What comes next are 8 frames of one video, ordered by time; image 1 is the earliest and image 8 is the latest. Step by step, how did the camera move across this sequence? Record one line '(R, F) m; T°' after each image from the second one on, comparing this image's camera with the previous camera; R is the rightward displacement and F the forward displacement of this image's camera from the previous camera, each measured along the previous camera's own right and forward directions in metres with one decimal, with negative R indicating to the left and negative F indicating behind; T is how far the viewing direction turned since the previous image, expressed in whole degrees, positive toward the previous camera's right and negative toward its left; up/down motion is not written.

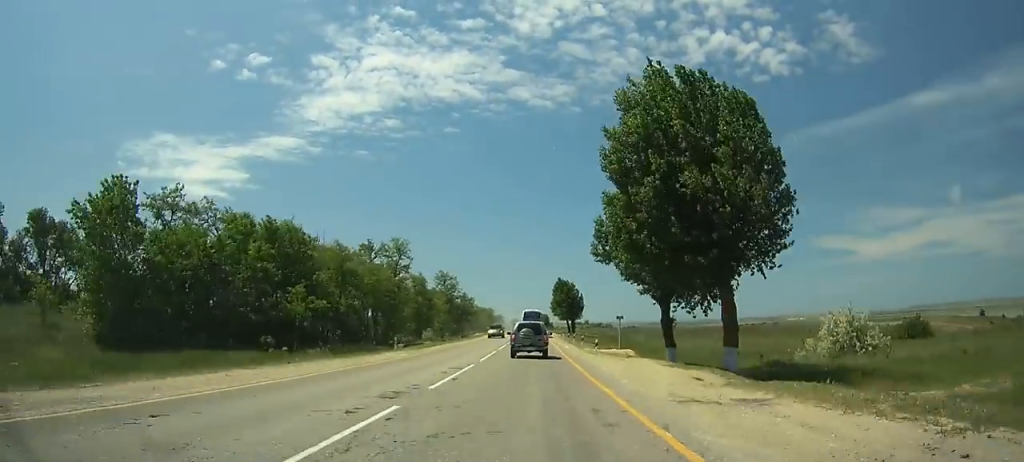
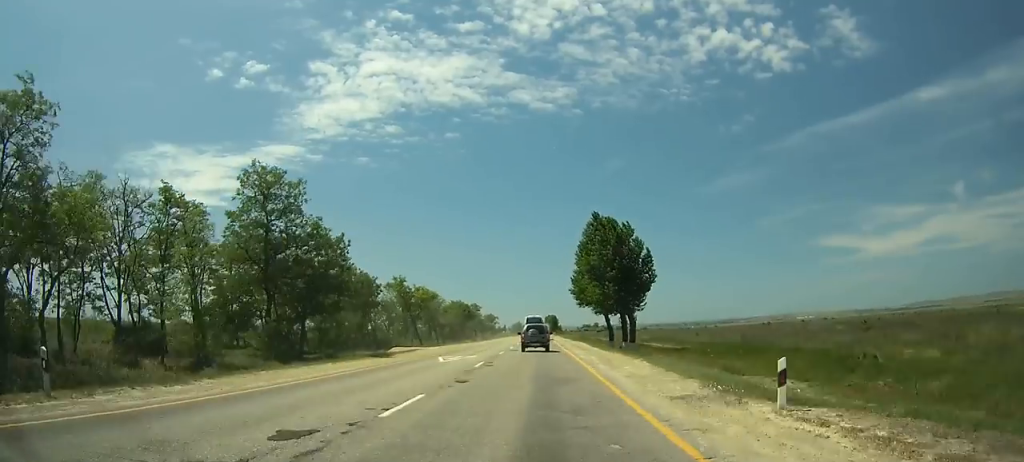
(+0.4, +77.2) m; 0°
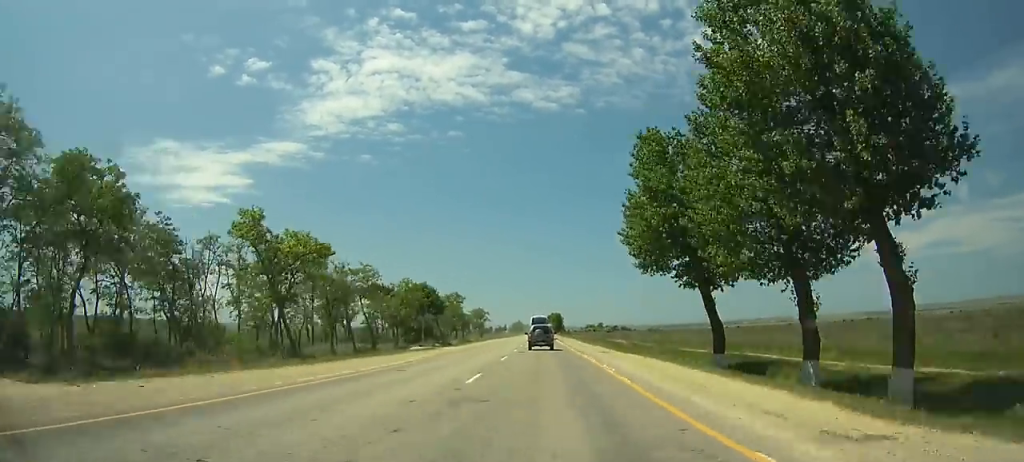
(-0.1, +42.6) m; 0°
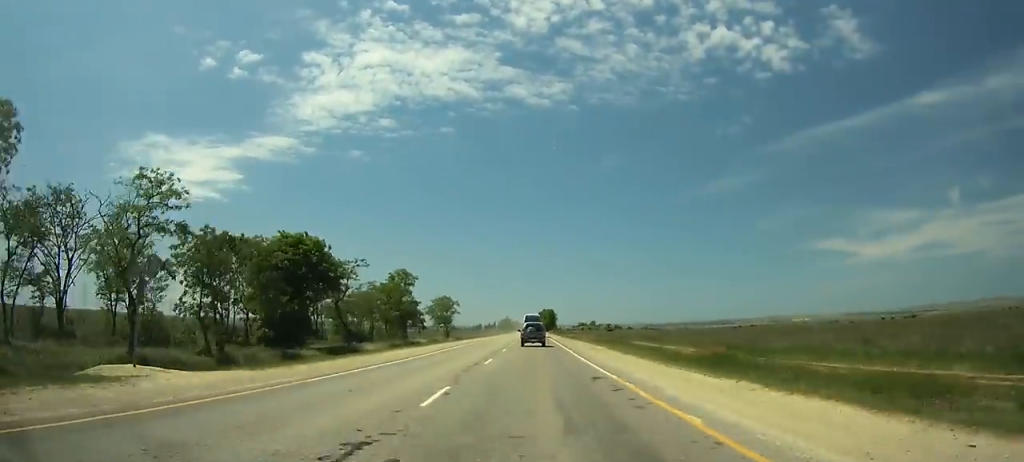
(+0.2, +40.4) m; 0°
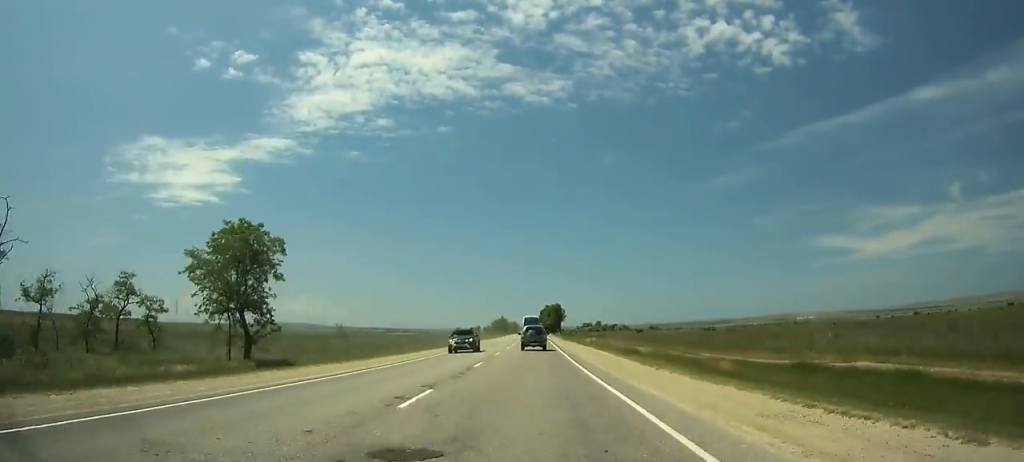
(+0.4, +69.7) m; 0°
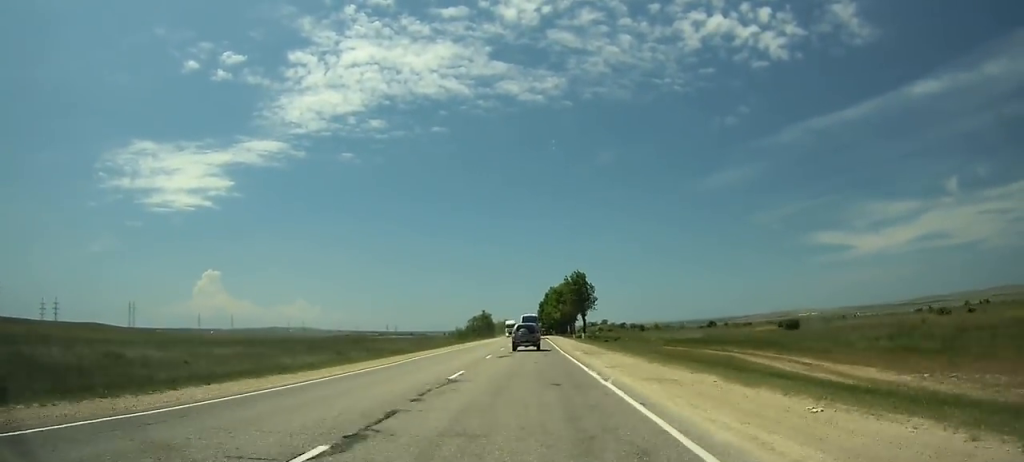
(+0.2, +112.8) m; +1°
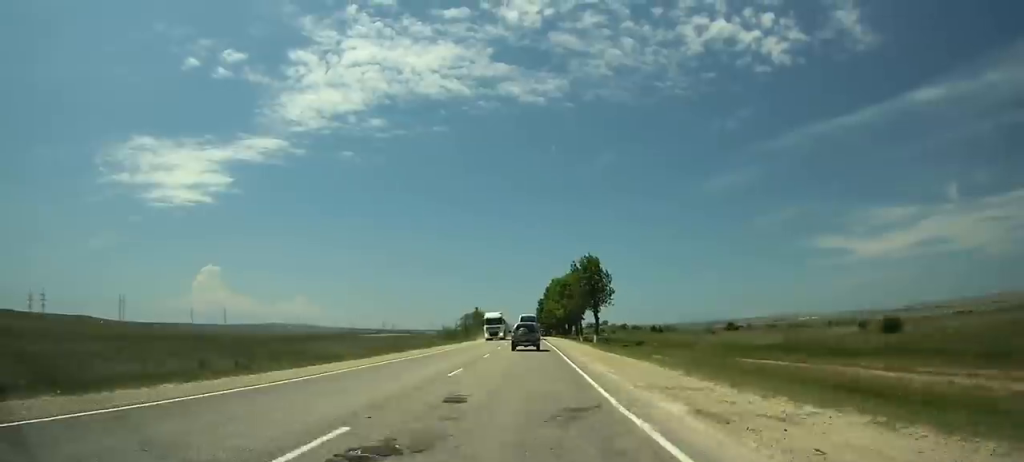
(0.0, +22.9) m; 0°
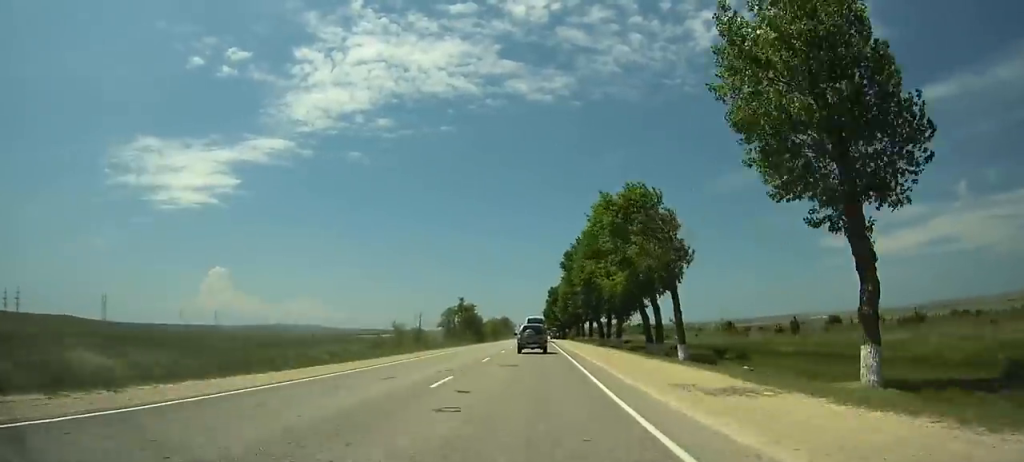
(-0.1, +62.8) m; 0°
